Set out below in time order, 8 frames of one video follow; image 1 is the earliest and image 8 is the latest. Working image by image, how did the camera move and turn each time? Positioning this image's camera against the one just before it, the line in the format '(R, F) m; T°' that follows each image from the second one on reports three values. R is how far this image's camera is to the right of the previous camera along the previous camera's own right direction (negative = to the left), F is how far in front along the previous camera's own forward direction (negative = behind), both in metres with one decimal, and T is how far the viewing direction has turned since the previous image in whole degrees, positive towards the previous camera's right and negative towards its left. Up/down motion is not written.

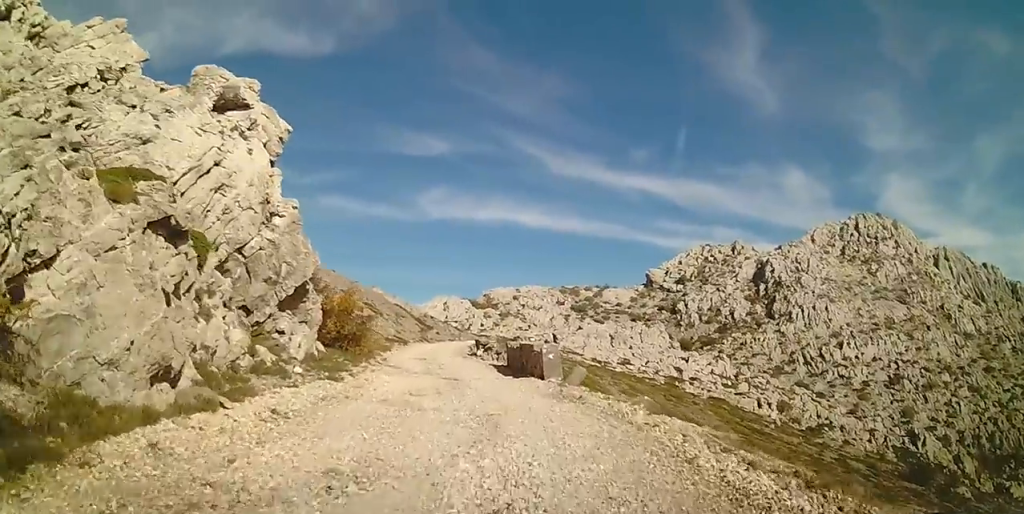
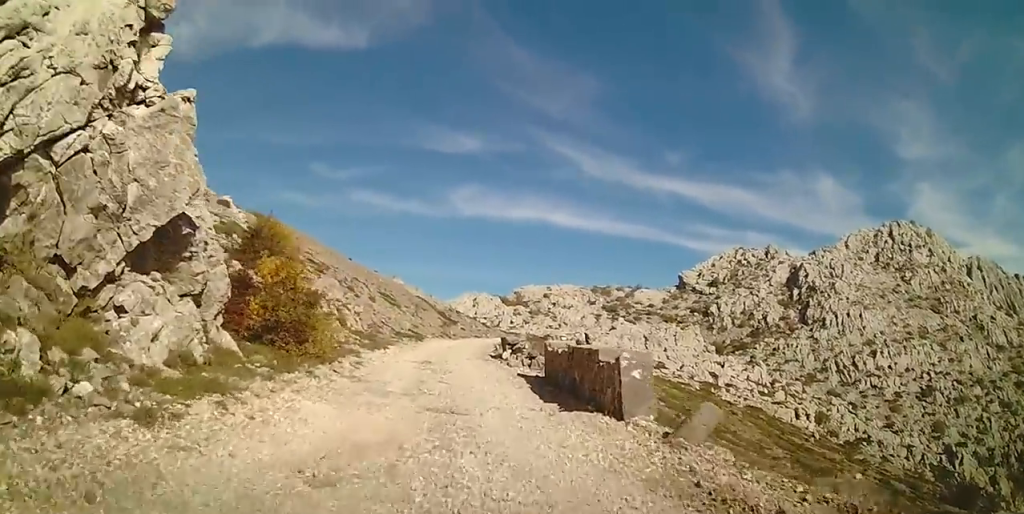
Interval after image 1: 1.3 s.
(-0.4, +7.1) m; -4°
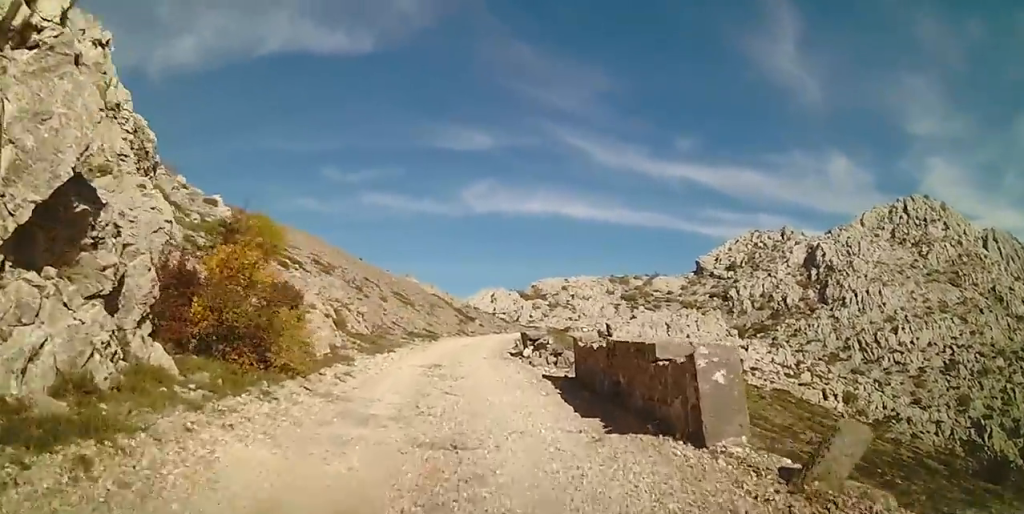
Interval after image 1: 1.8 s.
(0.0, +2.6) m; 0°
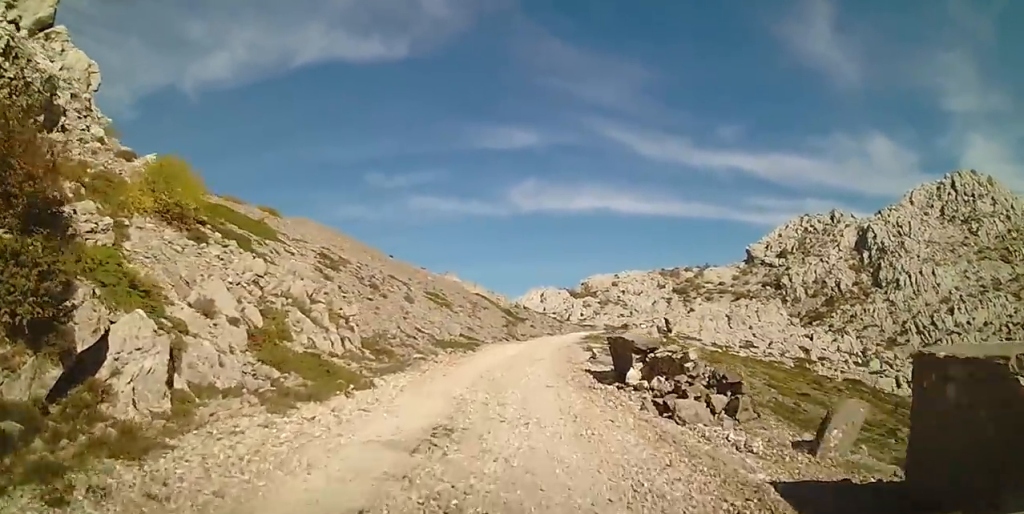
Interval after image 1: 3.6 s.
(-0.6, +9.8) m; -3°
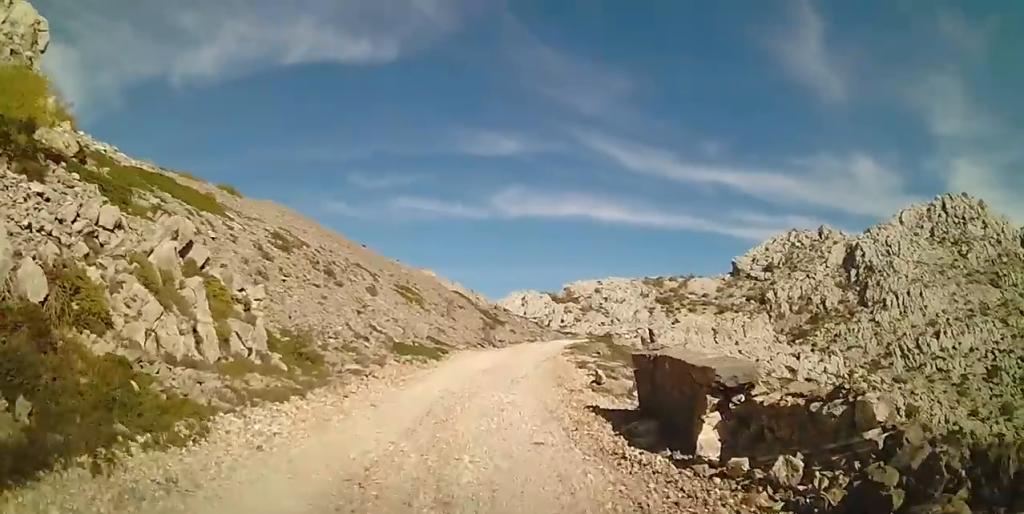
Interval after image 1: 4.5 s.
(+0.3, +5.1) m; +3°
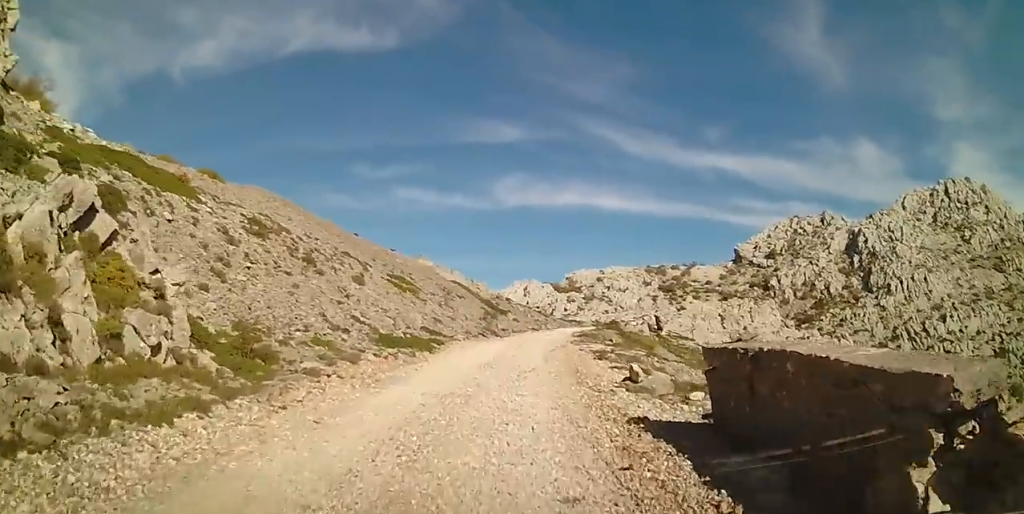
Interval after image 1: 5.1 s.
(0.0, +3.0) m; +1°
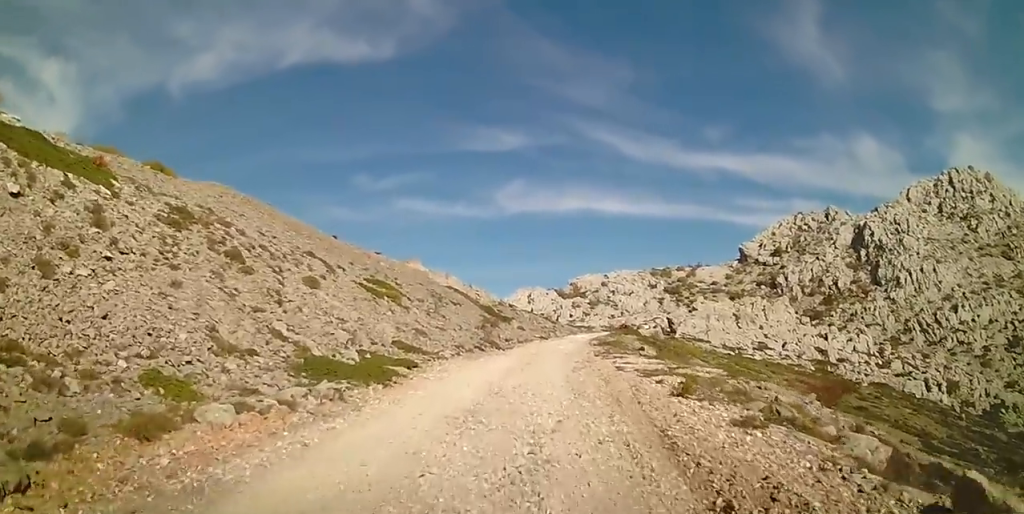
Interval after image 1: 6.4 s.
(-0.1, +7.1) m; 0°
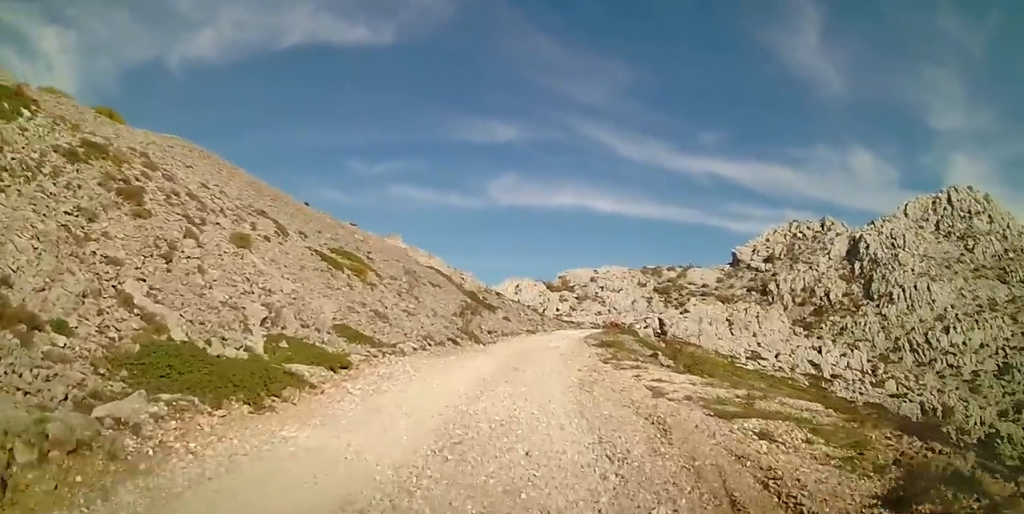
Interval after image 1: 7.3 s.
(0.0, +5.2) m; 0°
